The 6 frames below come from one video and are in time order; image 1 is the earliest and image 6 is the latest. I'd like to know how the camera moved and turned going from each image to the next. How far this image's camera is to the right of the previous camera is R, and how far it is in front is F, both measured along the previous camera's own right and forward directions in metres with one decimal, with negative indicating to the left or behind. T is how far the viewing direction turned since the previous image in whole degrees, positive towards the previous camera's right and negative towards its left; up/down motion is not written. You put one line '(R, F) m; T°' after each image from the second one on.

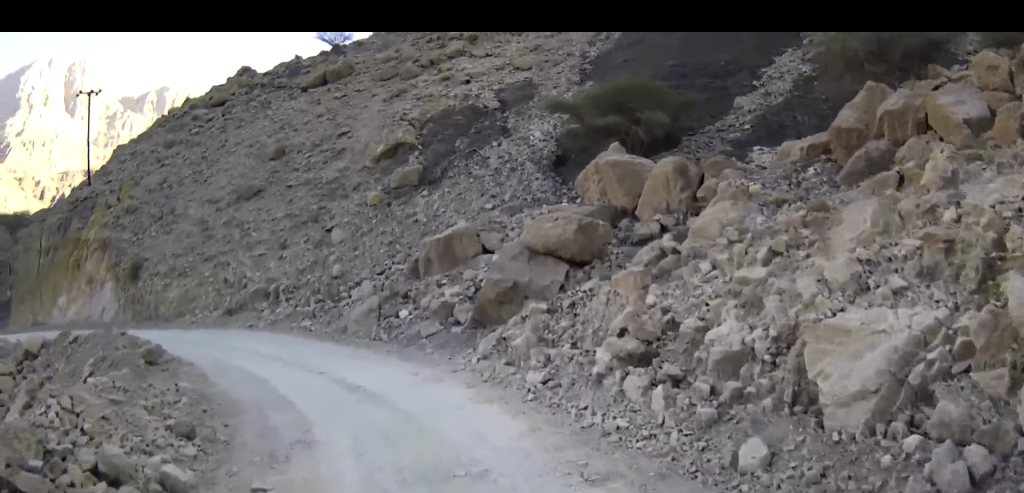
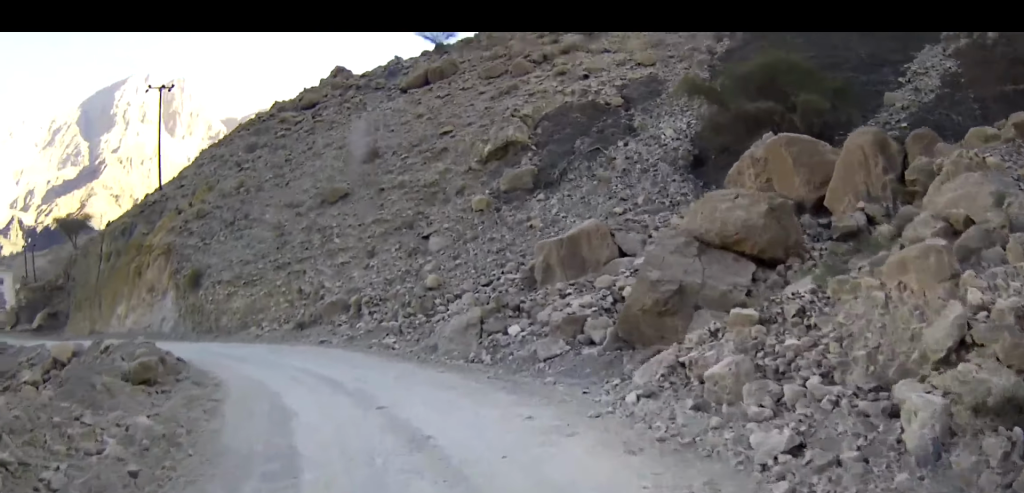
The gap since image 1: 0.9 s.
(-0.5, +6.3) m; -8°
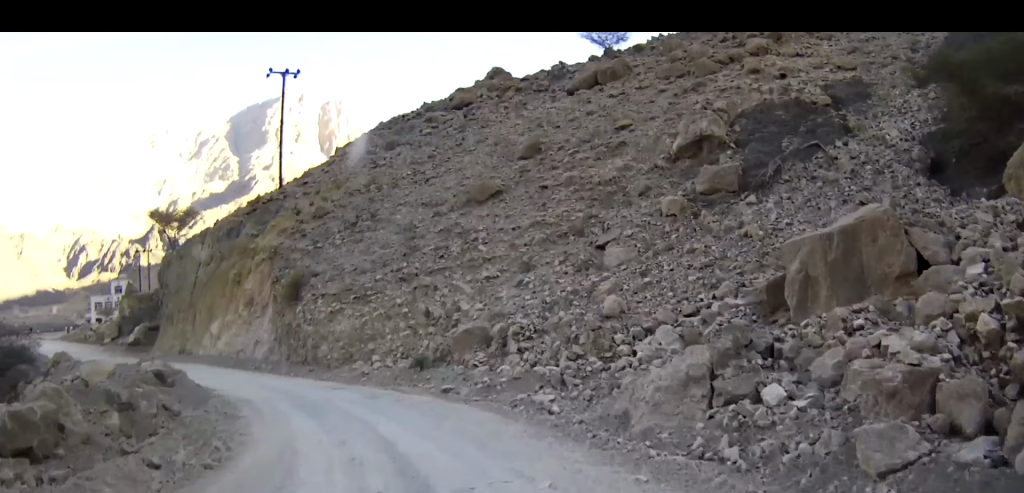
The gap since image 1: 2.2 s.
(-0.7, +8.6) m; -11°
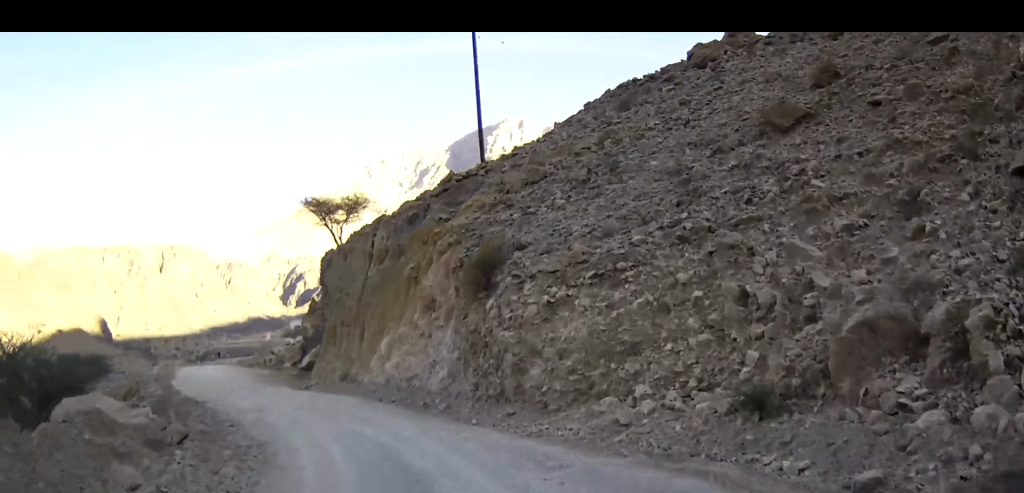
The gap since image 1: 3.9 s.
(-2.1, +12.7) m; -18°
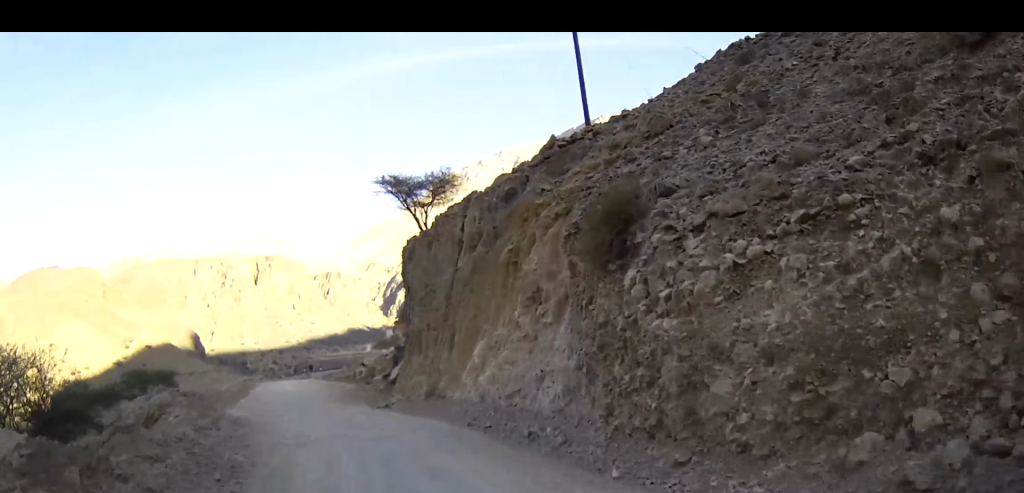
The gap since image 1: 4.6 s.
(-0.3, +5.3) m; -8°
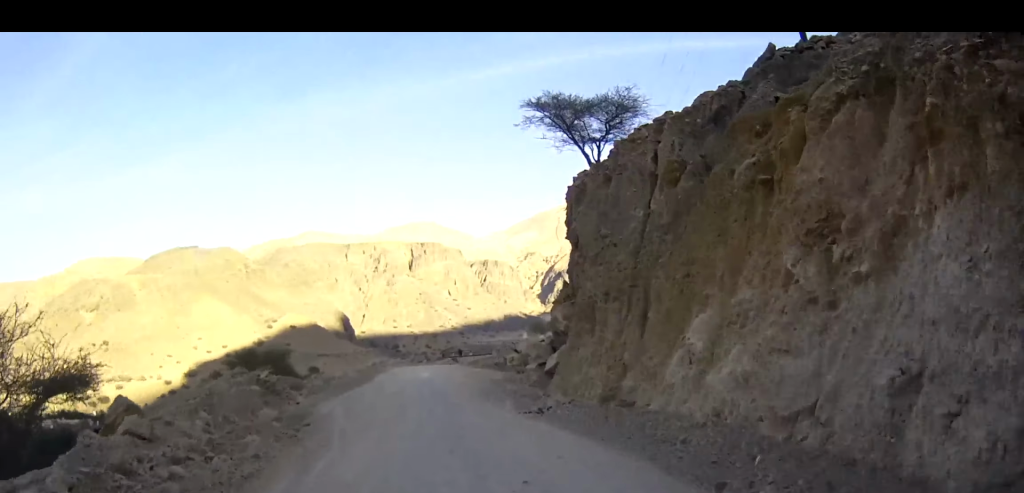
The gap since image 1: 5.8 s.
(-1.1, +9.5) m; -12°
